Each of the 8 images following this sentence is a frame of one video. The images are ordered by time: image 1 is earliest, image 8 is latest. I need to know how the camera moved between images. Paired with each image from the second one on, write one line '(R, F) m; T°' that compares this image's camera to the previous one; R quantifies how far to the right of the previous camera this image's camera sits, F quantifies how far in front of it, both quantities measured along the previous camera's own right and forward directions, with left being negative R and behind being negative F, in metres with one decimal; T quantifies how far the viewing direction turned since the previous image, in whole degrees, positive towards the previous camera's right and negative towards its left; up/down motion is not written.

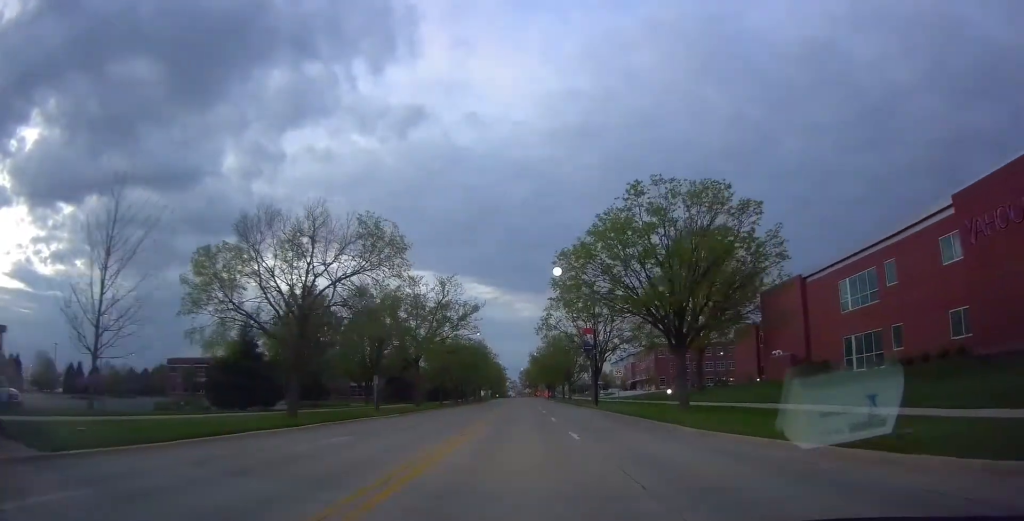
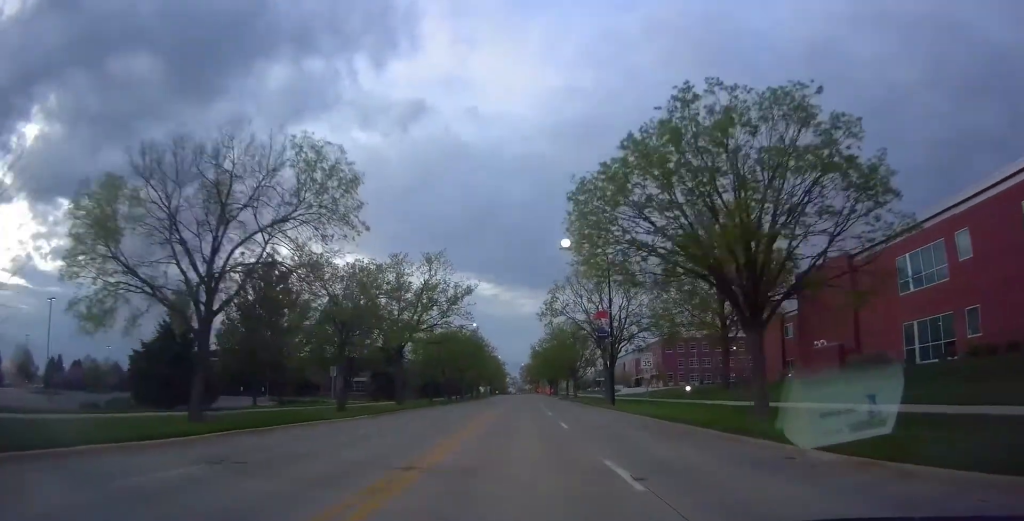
(0.0, +8.1) m; +1°
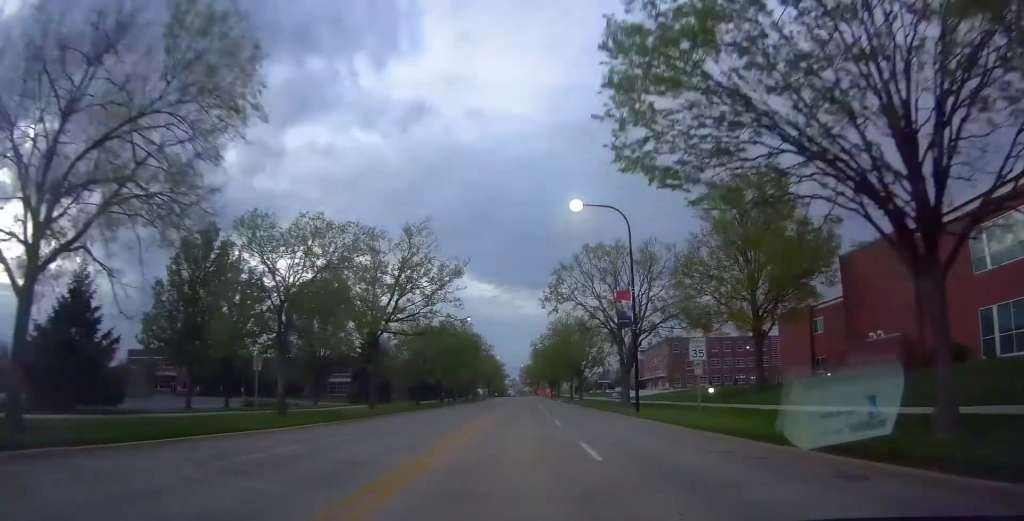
(-0.1, +8.2) m; +2°
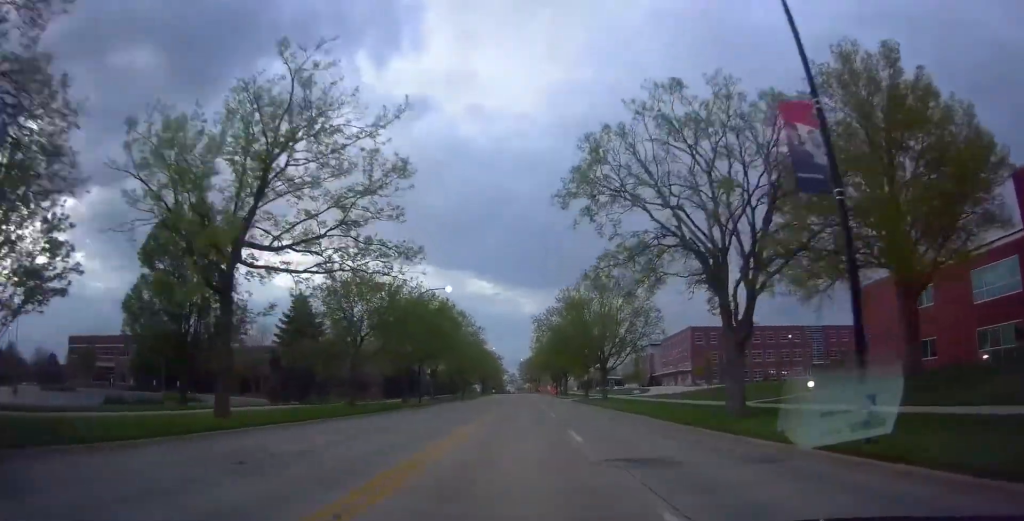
(+0.7, +21.0) m; -1°
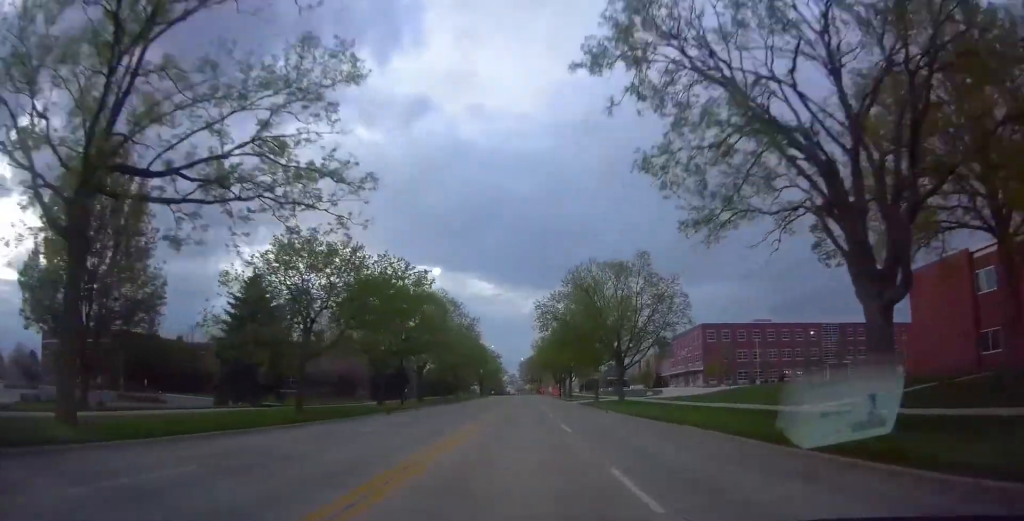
(-0.3, +8.5) m; -4°
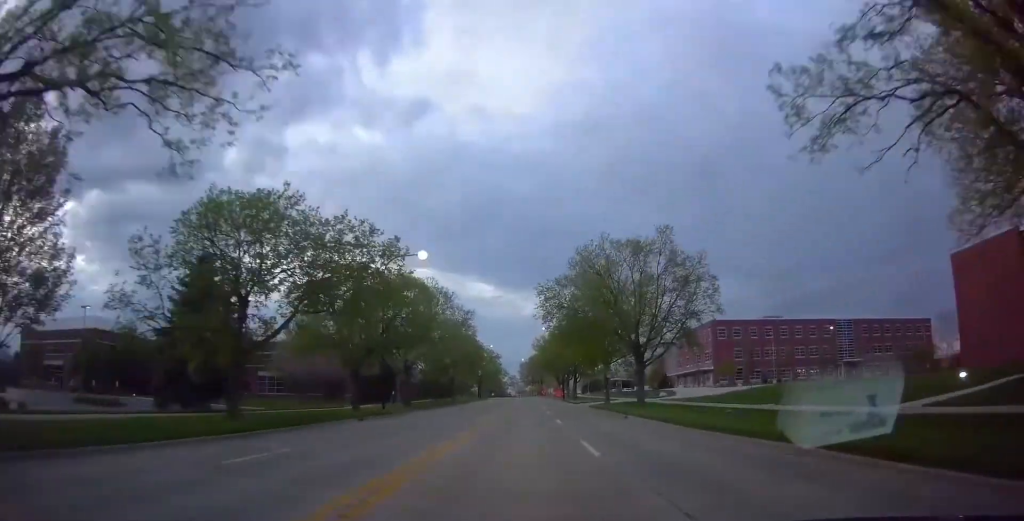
(-0.2, +6.8) m; -1°
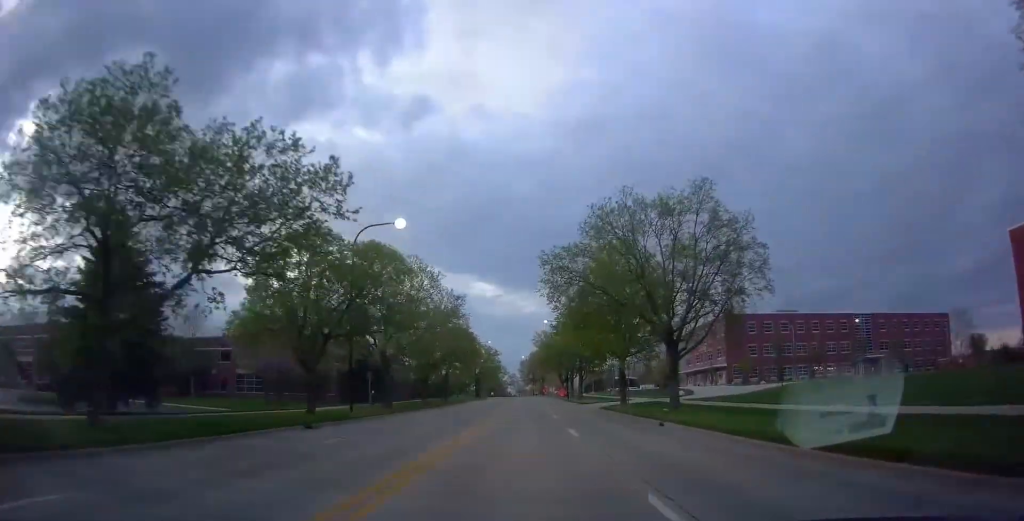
(-0.4, +7.9) m; 0°
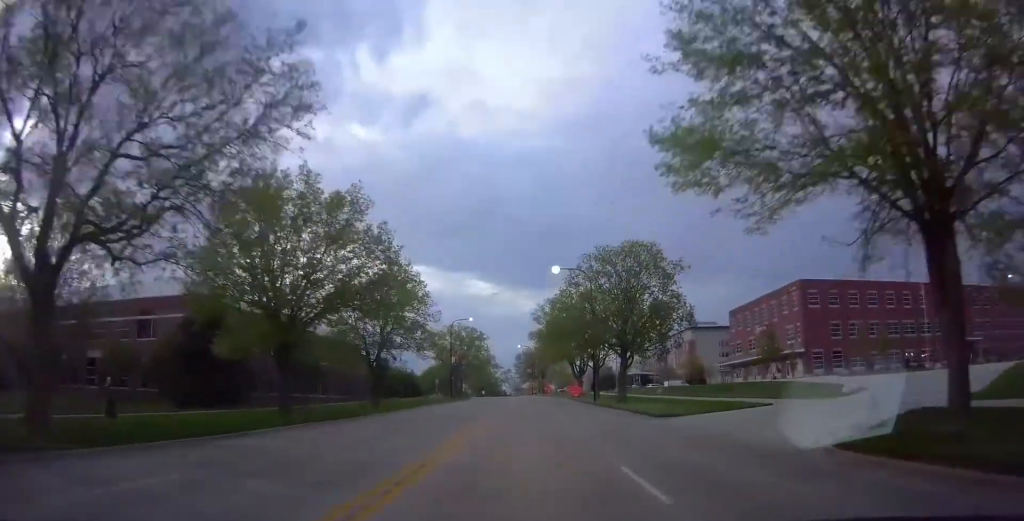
(+1.5, +34.0) m; +3°
